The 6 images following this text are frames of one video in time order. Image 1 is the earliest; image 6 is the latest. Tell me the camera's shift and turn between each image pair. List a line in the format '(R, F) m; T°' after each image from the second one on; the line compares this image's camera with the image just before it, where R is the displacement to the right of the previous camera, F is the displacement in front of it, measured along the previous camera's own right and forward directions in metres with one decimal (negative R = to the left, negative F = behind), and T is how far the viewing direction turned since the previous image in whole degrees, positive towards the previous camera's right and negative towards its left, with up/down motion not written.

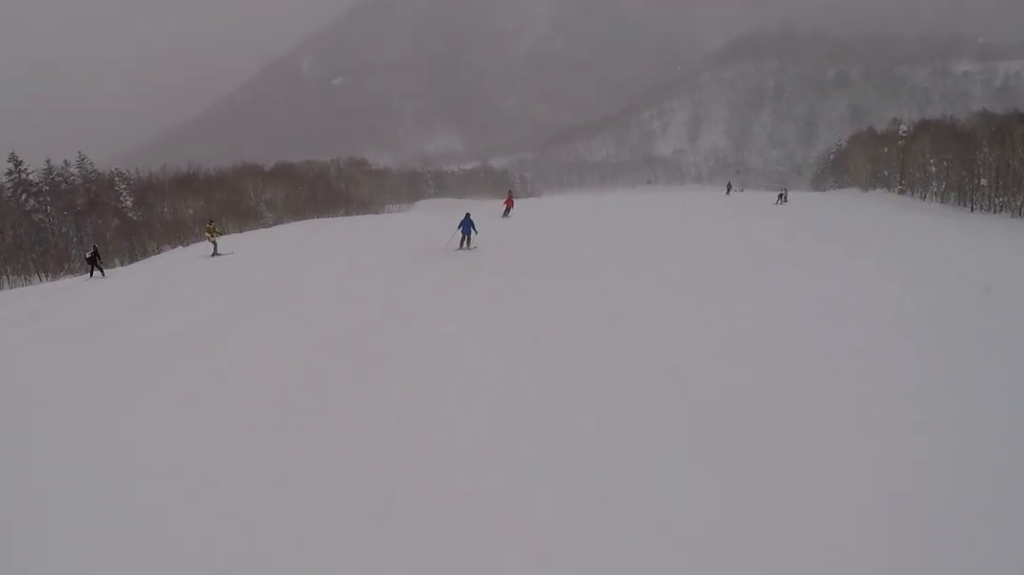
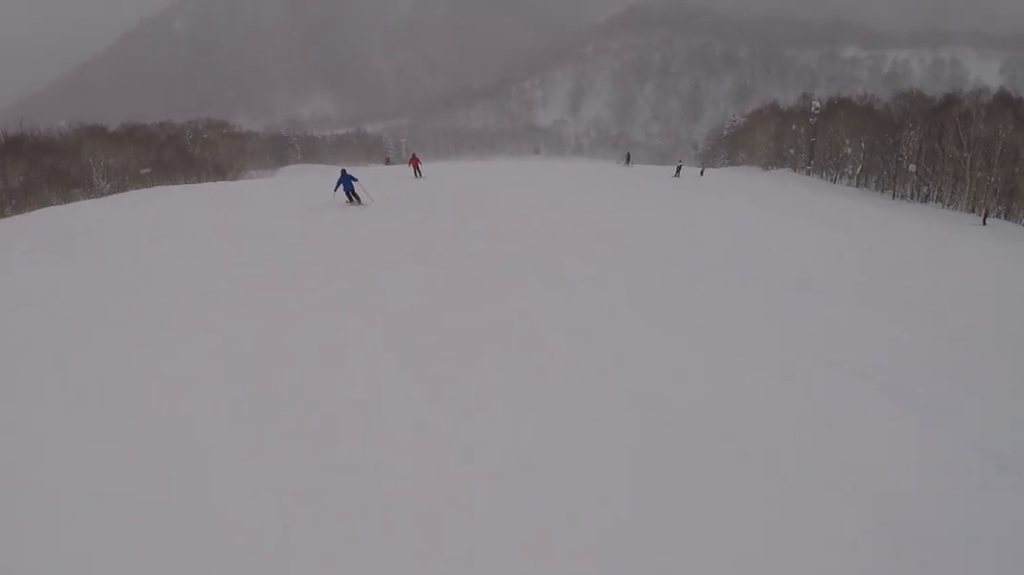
(+0.8, +11.2) m; 0°
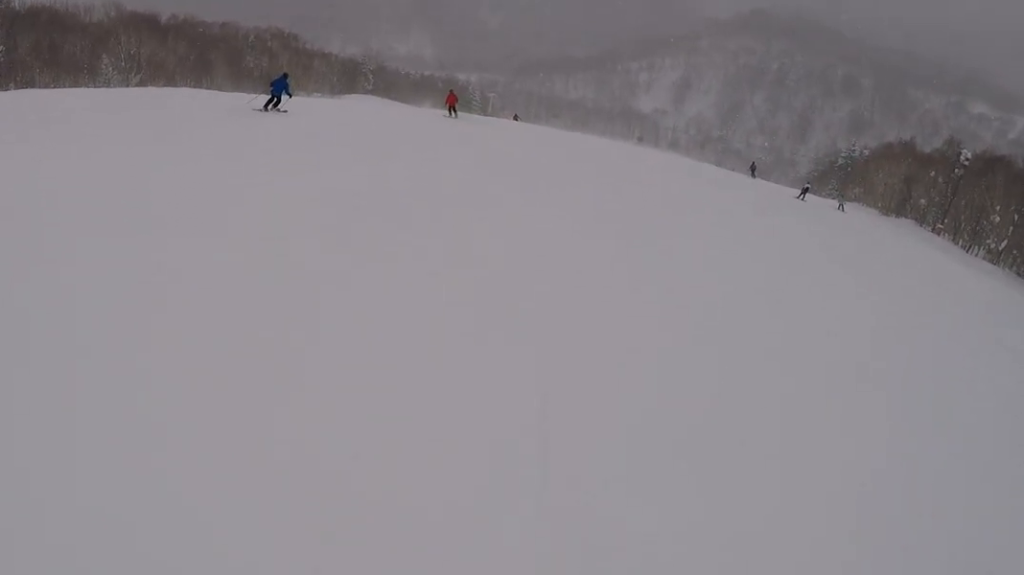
(-0.3, +13.8) m; +2°
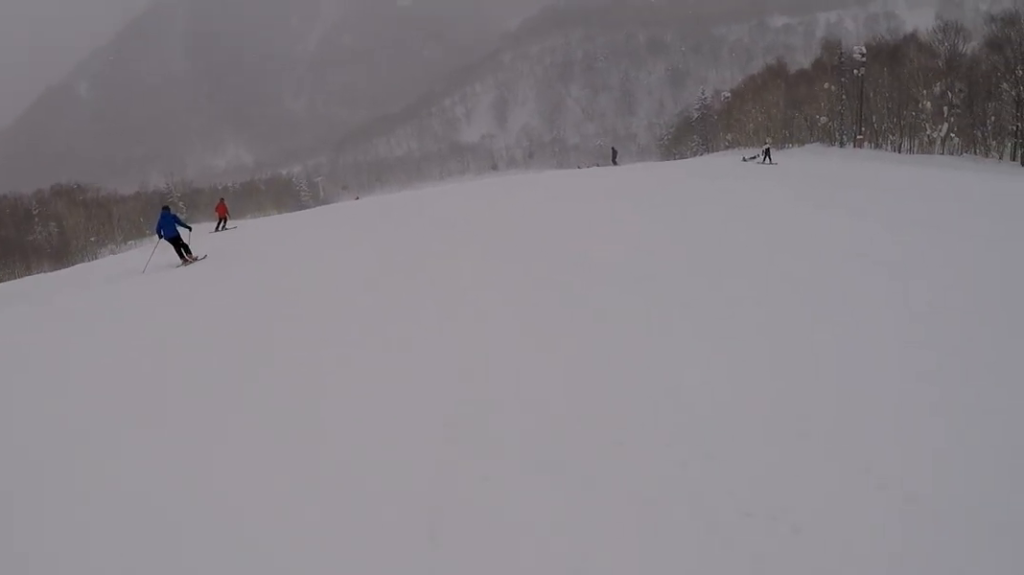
(+1.0, +17.3) m; +7°
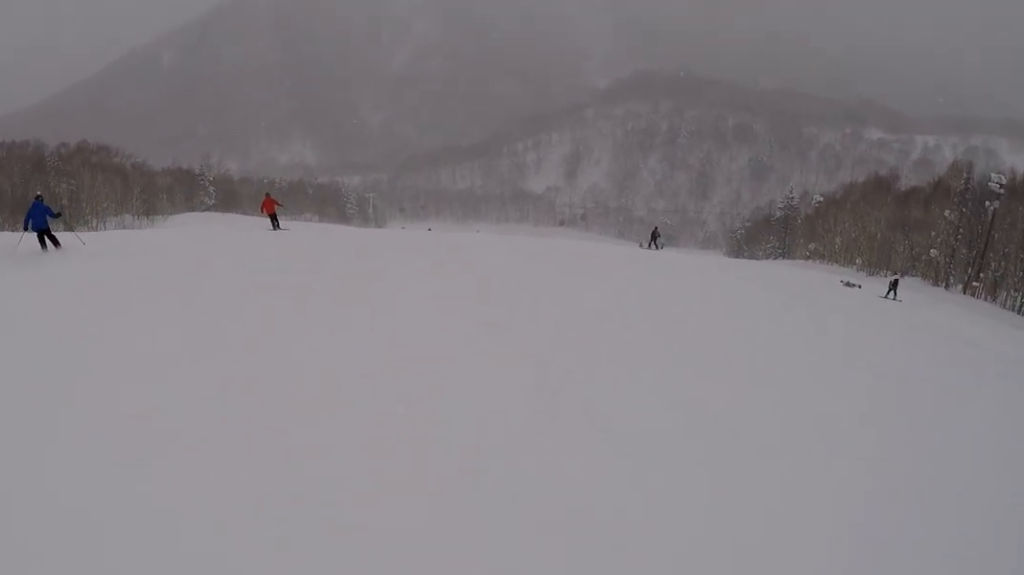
(+0.5, +10.5) m; -6°
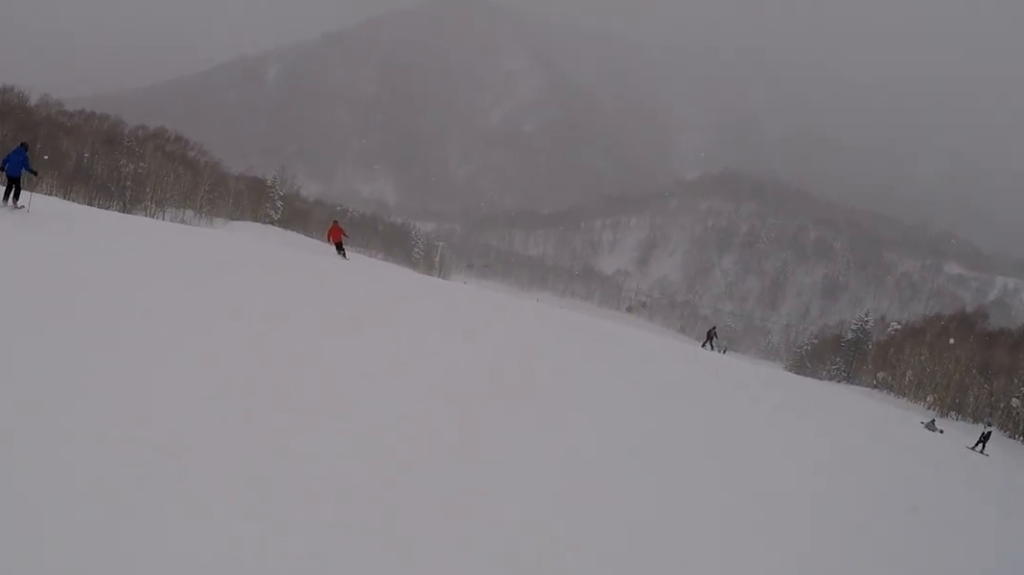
(-0.6, +4.0) m; -4°
